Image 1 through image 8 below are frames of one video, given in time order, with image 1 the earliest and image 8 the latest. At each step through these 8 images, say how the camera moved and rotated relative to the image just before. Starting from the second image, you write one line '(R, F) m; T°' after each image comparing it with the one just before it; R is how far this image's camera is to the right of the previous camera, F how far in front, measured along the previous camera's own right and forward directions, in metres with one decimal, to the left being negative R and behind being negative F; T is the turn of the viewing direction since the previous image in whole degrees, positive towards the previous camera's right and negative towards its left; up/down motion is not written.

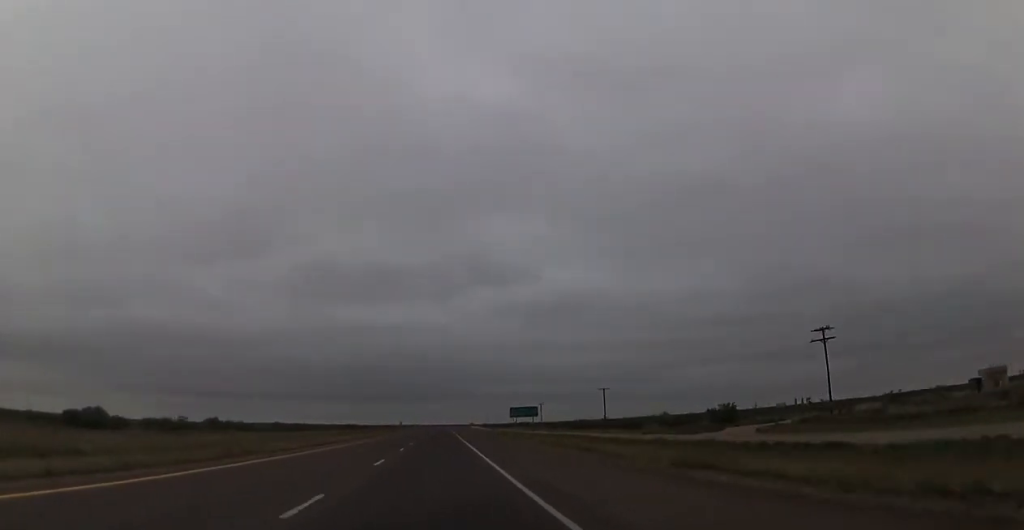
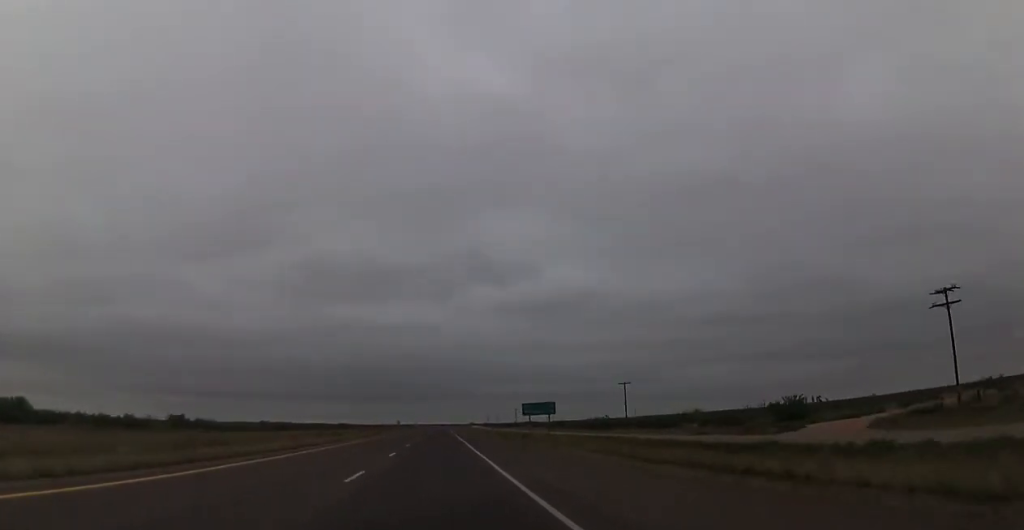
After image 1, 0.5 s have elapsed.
(-0.1, +18.3) m; 0°
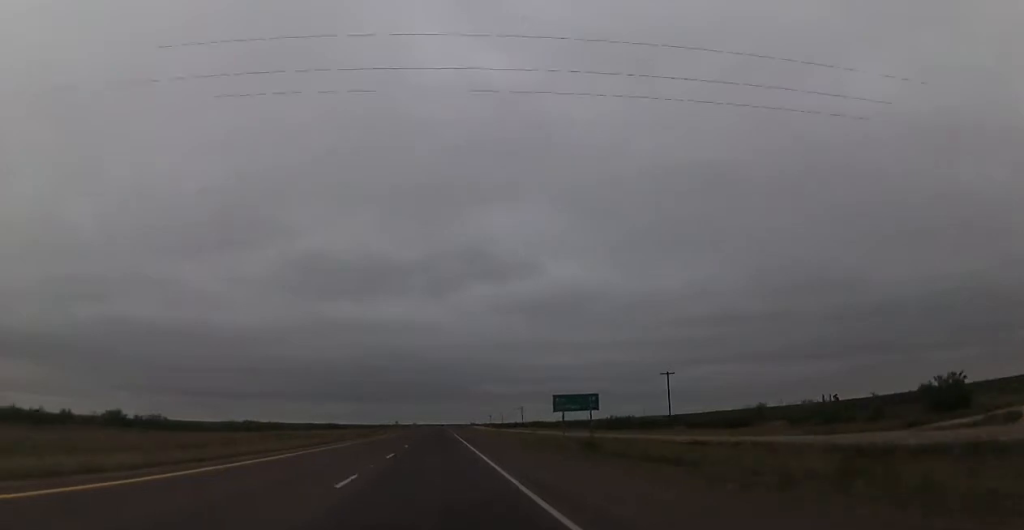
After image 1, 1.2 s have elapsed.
(-0.3, +25.6) m; 0°
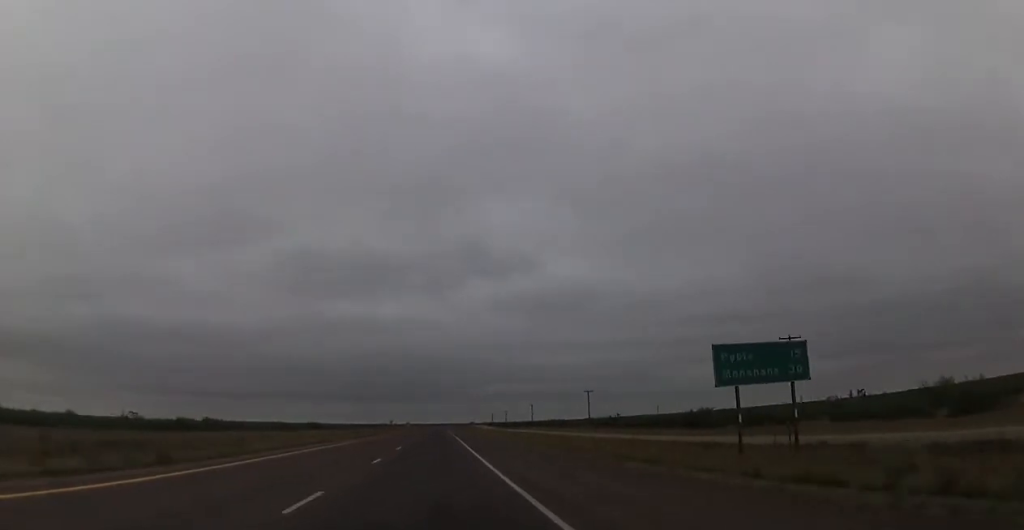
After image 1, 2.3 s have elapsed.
(+0.6, +40.2) m; 0°
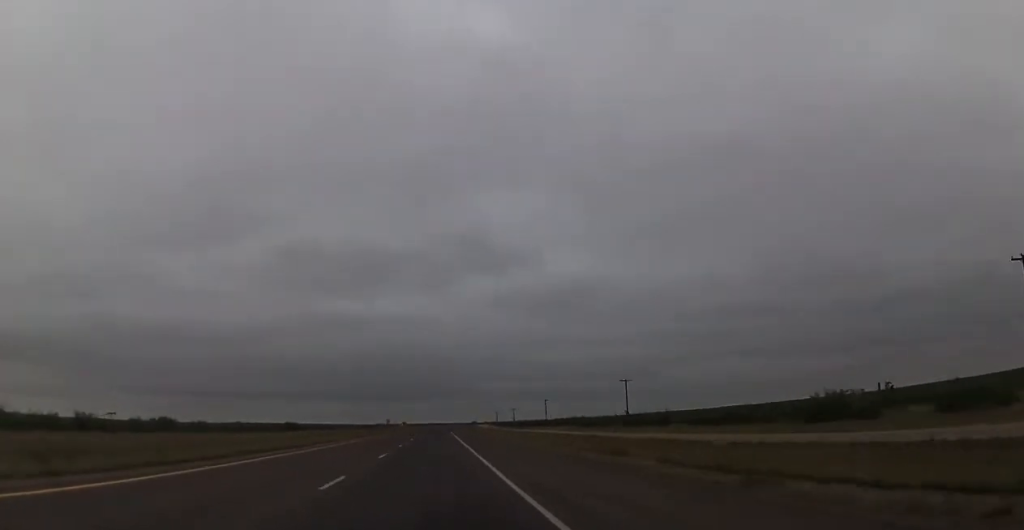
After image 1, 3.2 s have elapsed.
(-0.5, +32.9) m; 0°
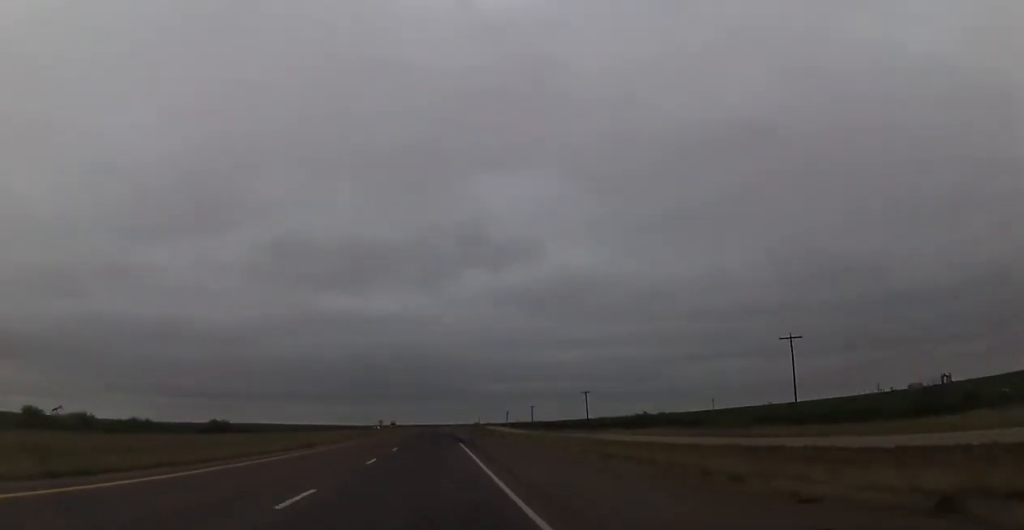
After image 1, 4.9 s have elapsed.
(+0.7, +63.4) m; 0°
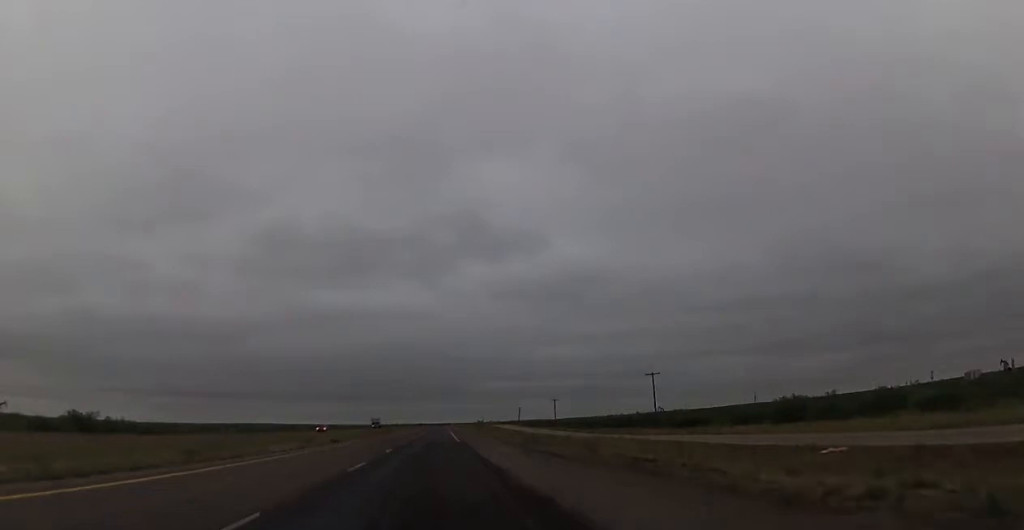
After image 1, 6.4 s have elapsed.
(-0.1, +52.3) m; 0°
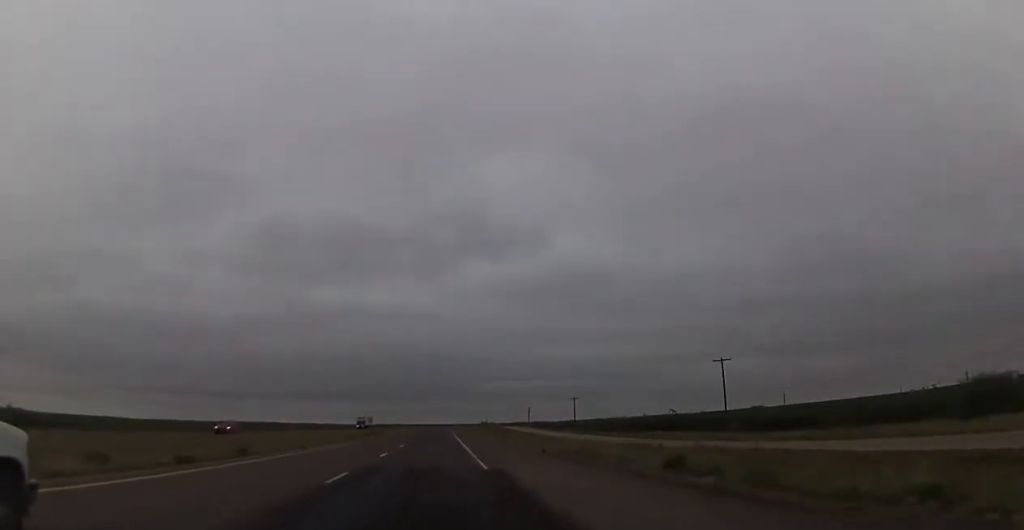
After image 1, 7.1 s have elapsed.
(0.0, +27.9) m; 0°
